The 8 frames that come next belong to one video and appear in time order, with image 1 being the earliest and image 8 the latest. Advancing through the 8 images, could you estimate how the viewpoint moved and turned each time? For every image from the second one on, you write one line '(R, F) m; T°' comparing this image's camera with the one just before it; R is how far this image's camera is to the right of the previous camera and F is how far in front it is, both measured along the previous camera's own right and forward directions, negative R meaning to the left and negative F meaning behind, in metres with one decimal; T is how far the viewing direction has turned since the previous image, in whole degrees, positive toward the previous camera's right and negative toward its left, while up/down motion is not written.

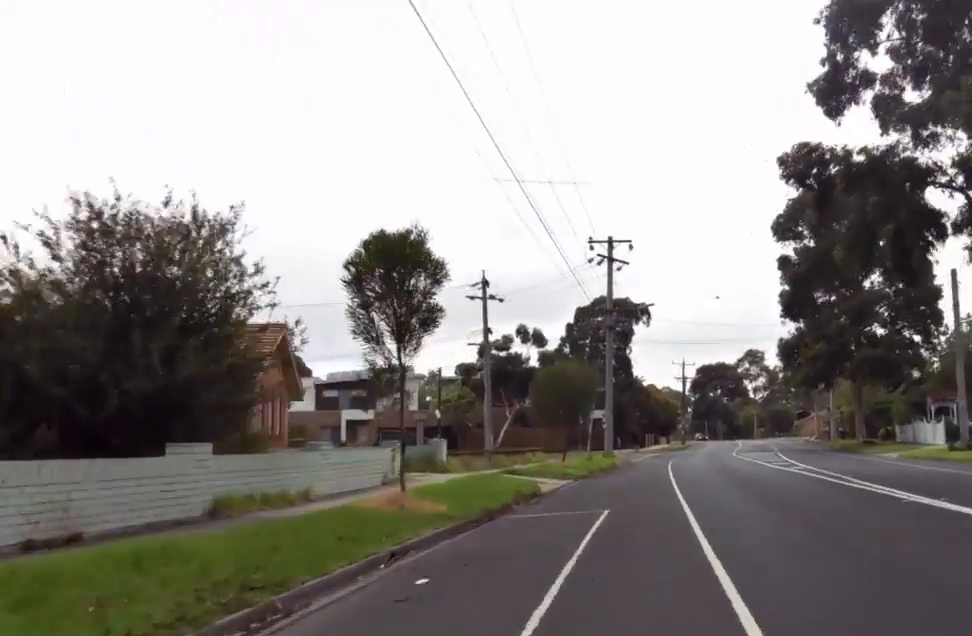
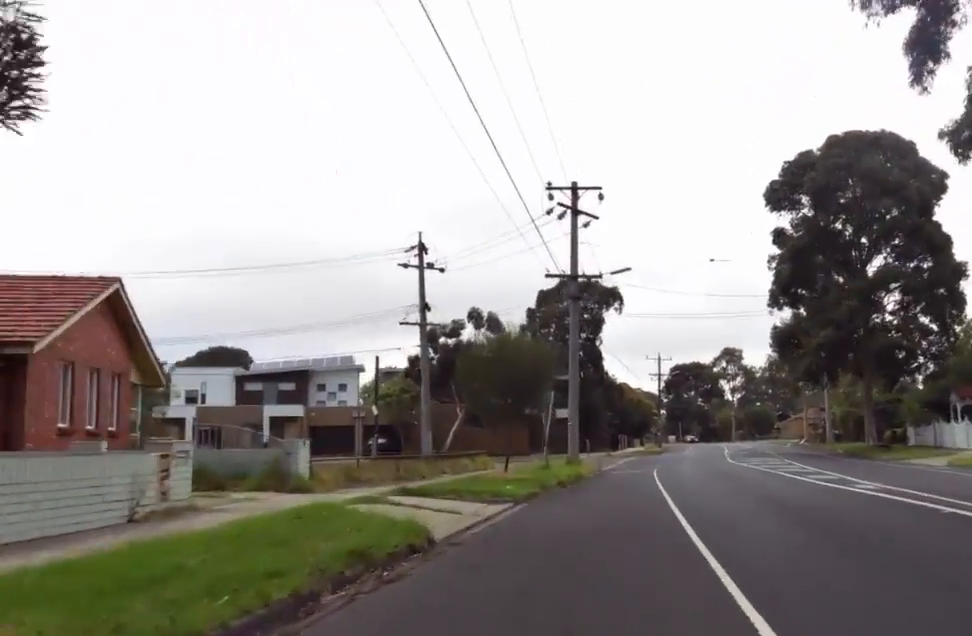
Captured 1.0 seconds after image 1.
(-0.4, +8.4) m; -1°
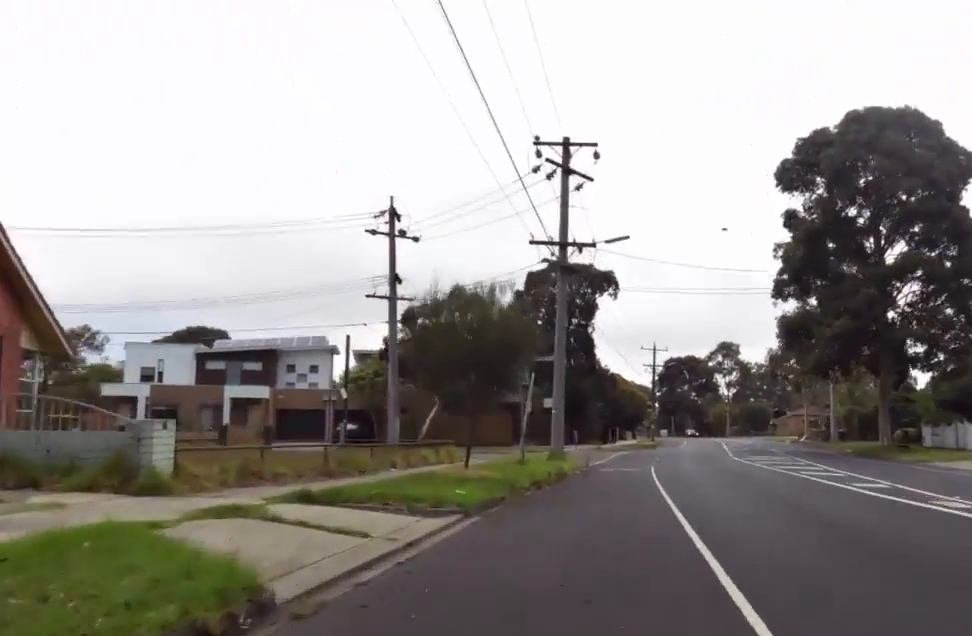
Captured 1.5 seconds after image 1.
(-0.1, +4.3) m; +5°
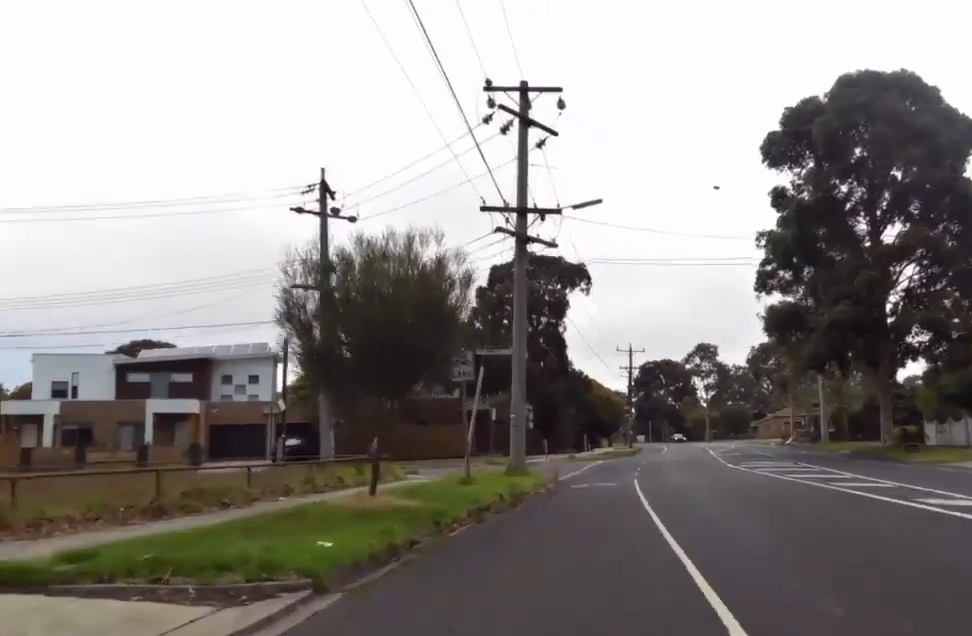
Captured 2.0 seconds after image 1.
(-0.1, +4.5) m; +5°
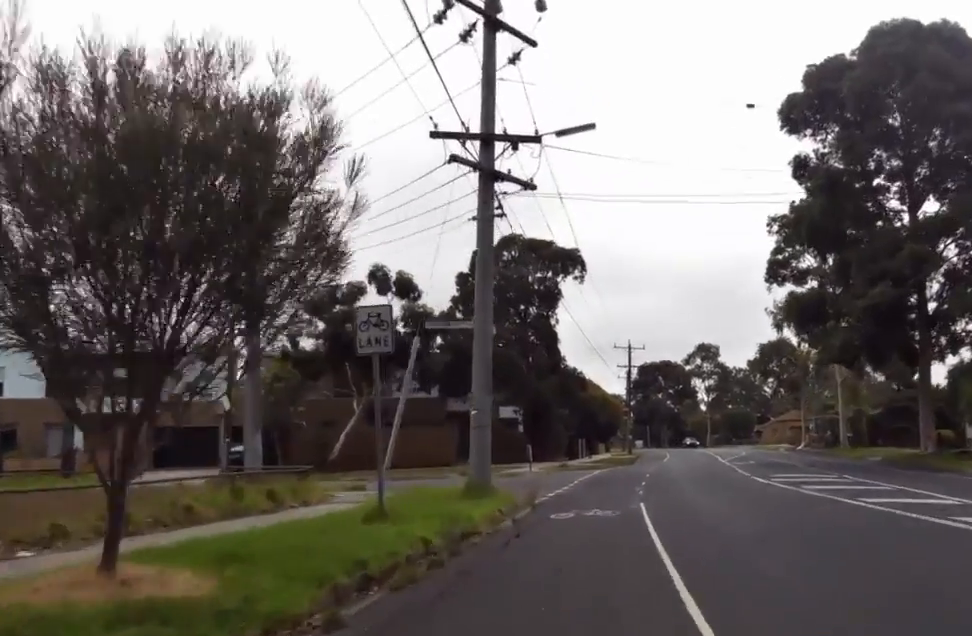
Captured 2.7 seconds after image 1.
(+1.0, +5.5) m; +3°
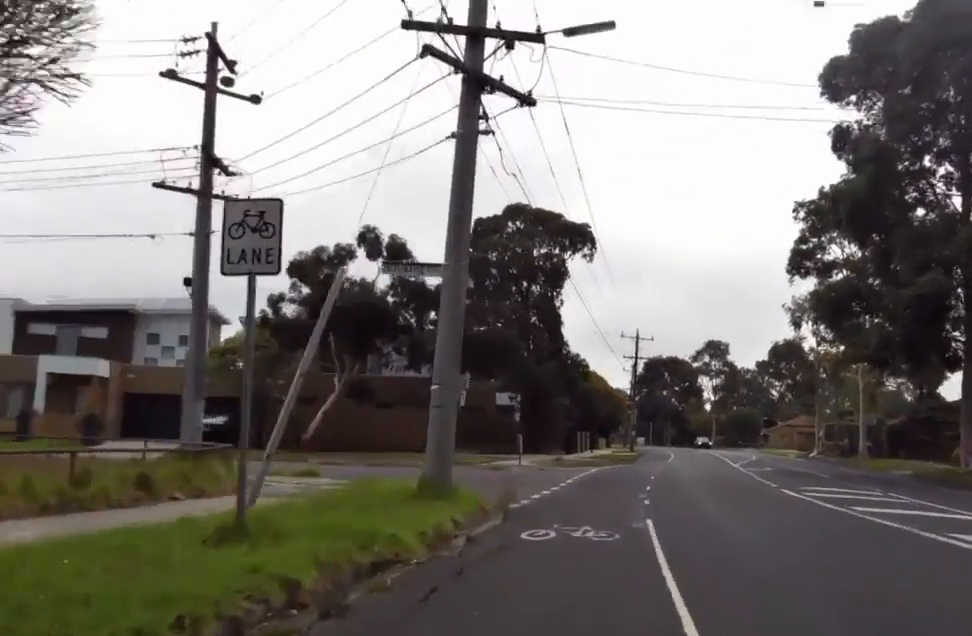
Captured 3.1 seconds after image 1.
(0.0, +3.6) m; 0°
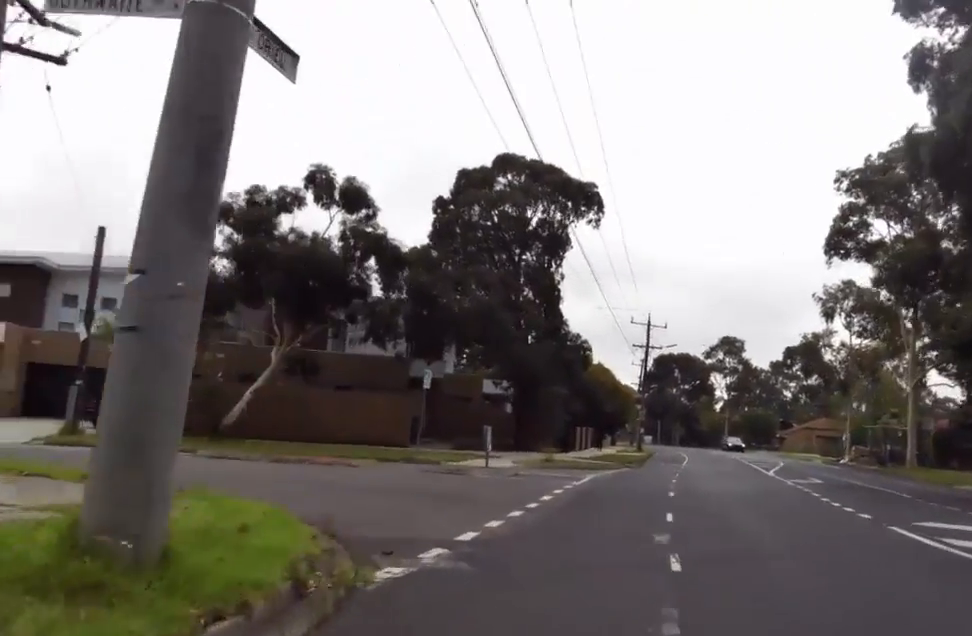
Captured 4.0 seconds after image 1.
(-0.6, +7.2) m; -2°
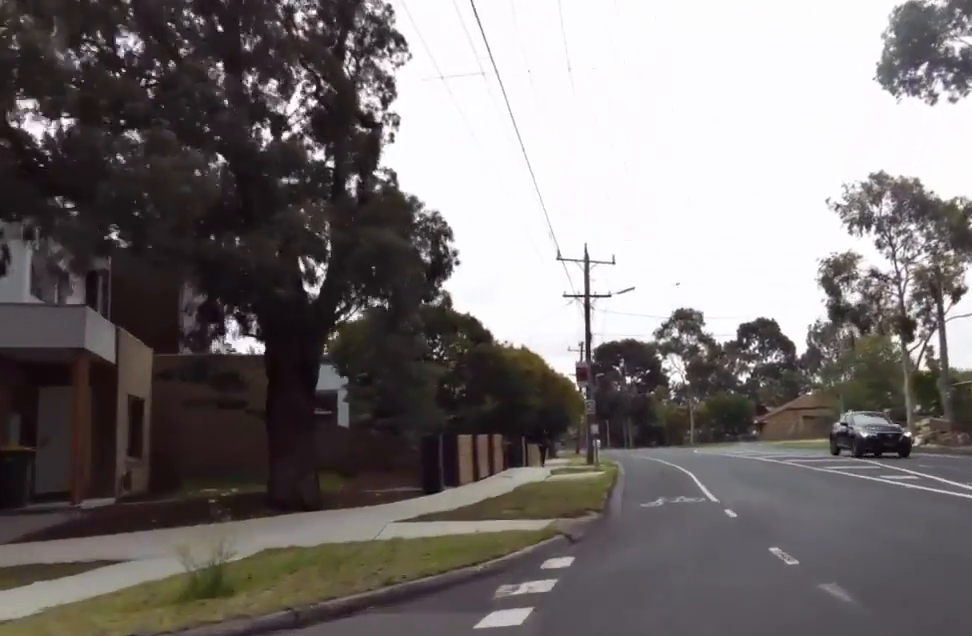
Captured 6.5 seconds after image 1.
(+1.6, +20.9) m; +4°
